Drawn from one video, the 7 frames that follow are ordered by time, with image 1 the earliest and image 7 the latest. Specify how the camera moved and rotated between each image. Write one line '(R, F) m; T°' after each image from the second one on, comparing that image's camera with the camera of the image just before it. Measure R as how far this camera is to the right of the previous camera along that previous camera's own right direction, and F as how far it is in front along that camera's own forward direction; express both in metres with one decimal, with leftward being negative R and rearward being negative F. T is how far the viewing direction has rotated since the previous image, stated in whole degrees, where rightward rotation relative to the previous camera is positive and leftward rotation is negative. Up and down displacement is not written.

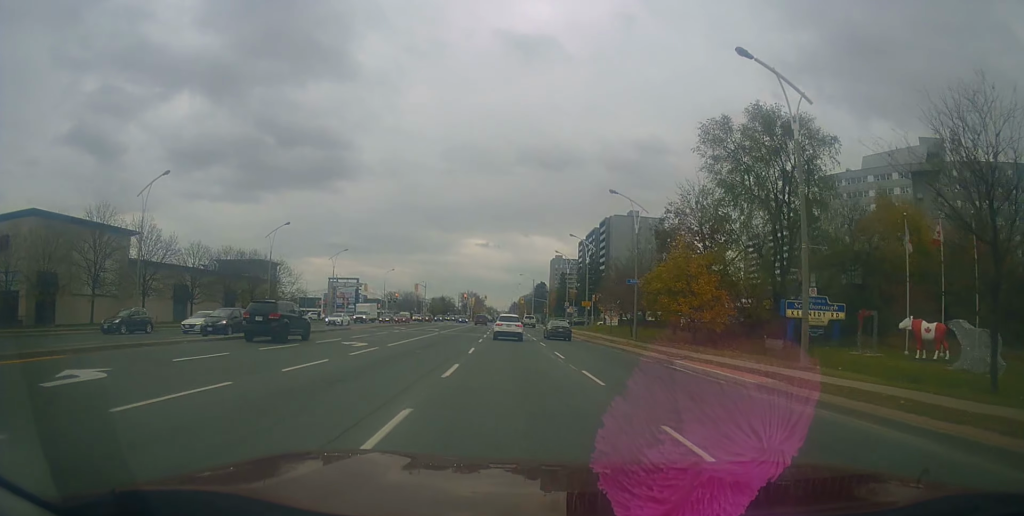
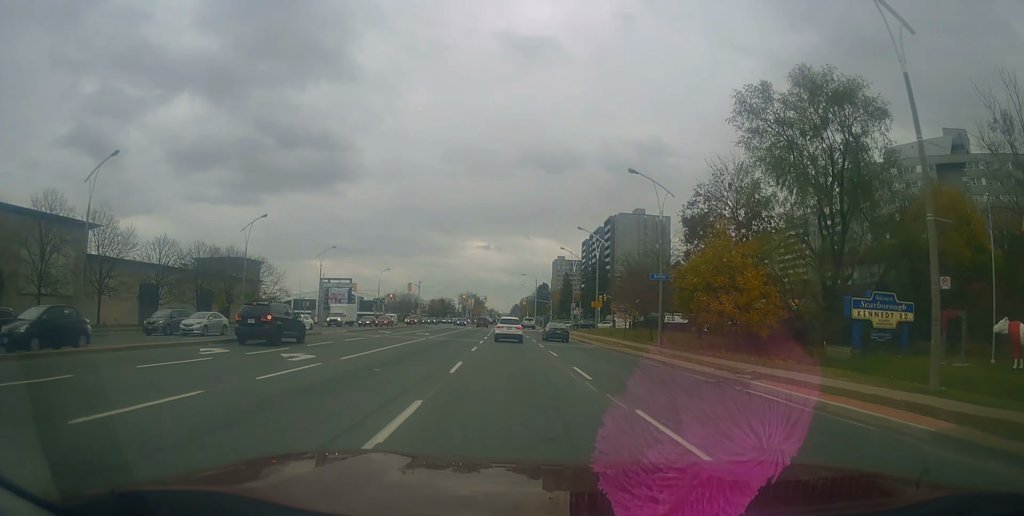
(-0.6, +7.3) m; -1°
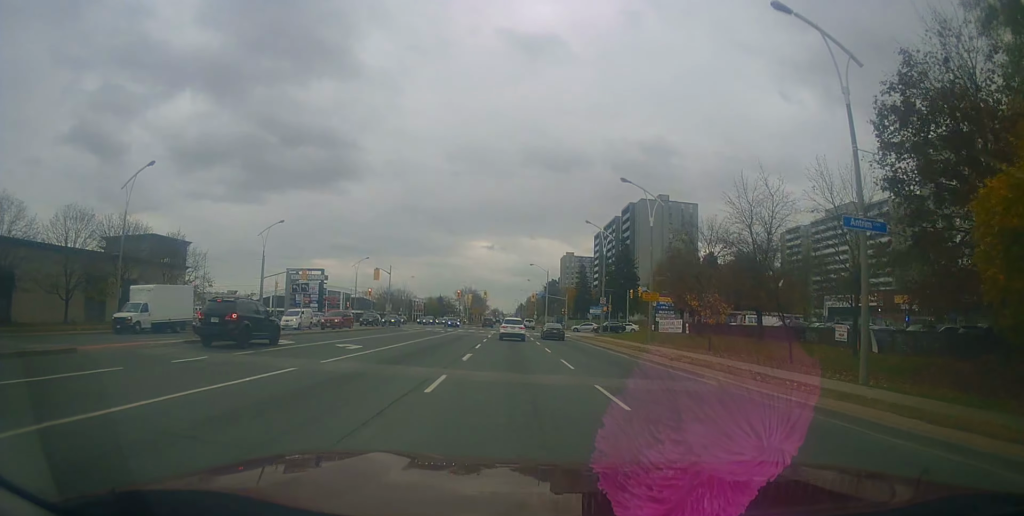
(+0.8, +23.3) m; +2°
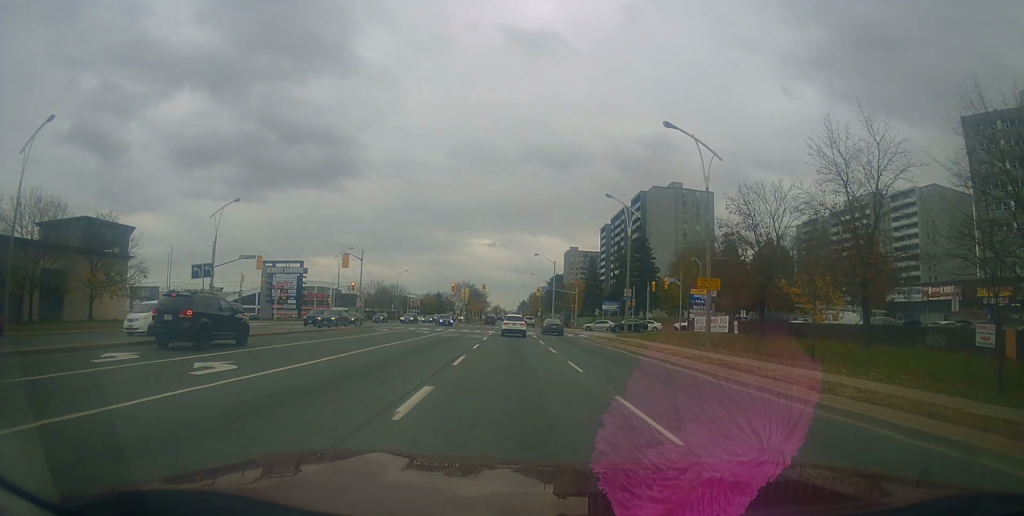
(-0.1, +12.1) m; -2°
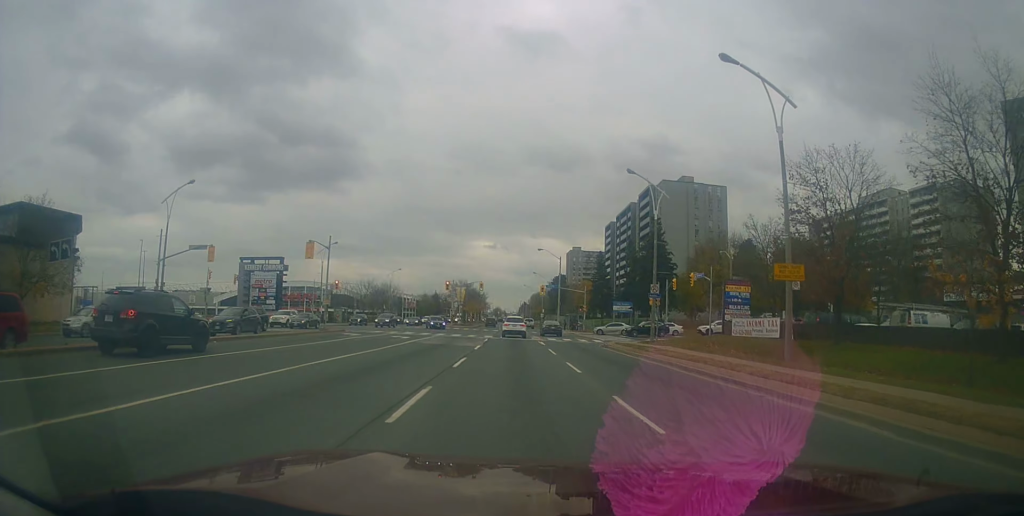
(-0.4, +9.0) m; -2°
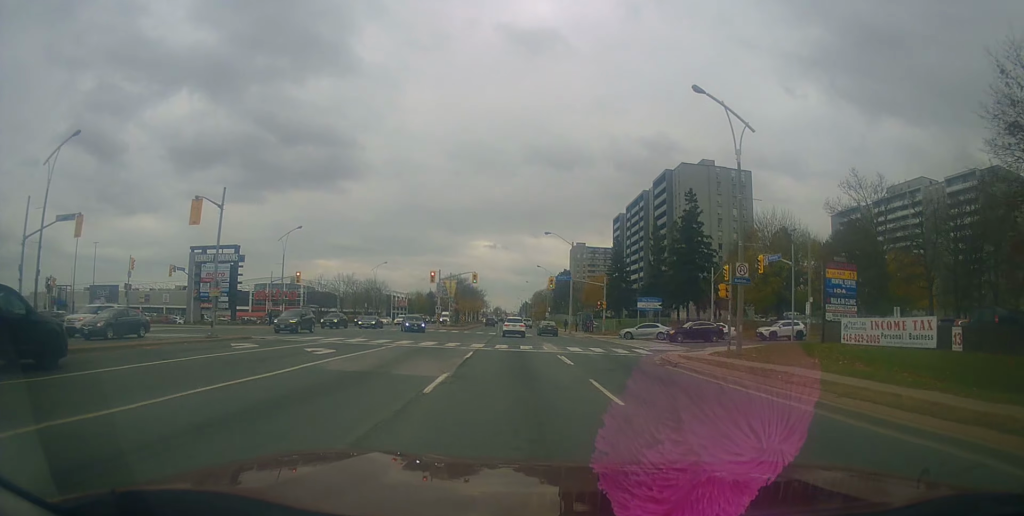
(+0.3, +15.5) m; +2°
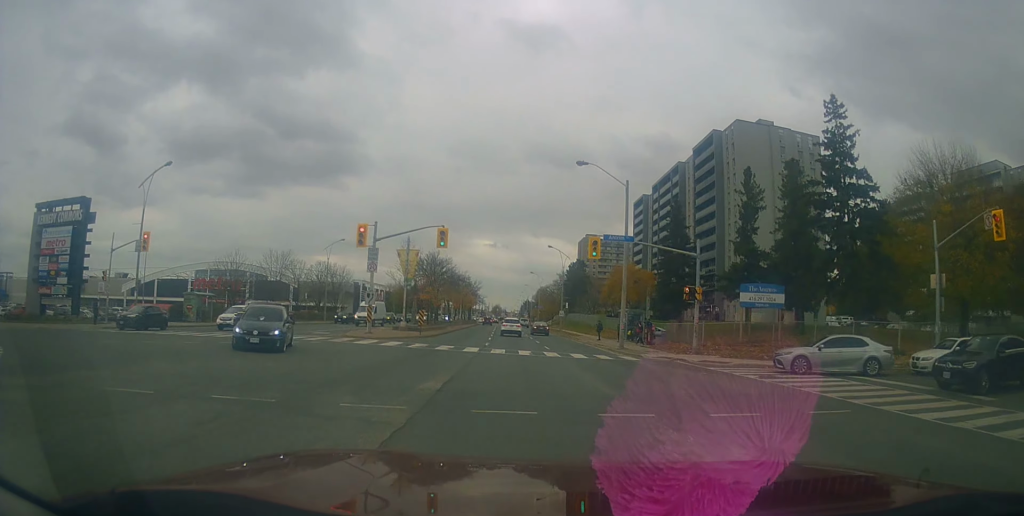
(+0.8, +30.5) m; +1°
